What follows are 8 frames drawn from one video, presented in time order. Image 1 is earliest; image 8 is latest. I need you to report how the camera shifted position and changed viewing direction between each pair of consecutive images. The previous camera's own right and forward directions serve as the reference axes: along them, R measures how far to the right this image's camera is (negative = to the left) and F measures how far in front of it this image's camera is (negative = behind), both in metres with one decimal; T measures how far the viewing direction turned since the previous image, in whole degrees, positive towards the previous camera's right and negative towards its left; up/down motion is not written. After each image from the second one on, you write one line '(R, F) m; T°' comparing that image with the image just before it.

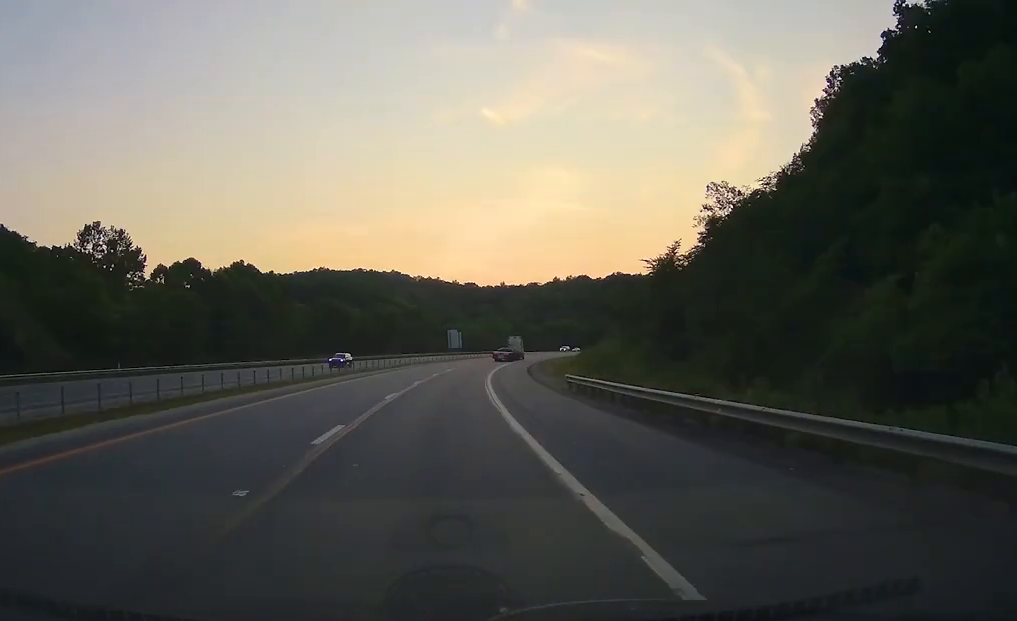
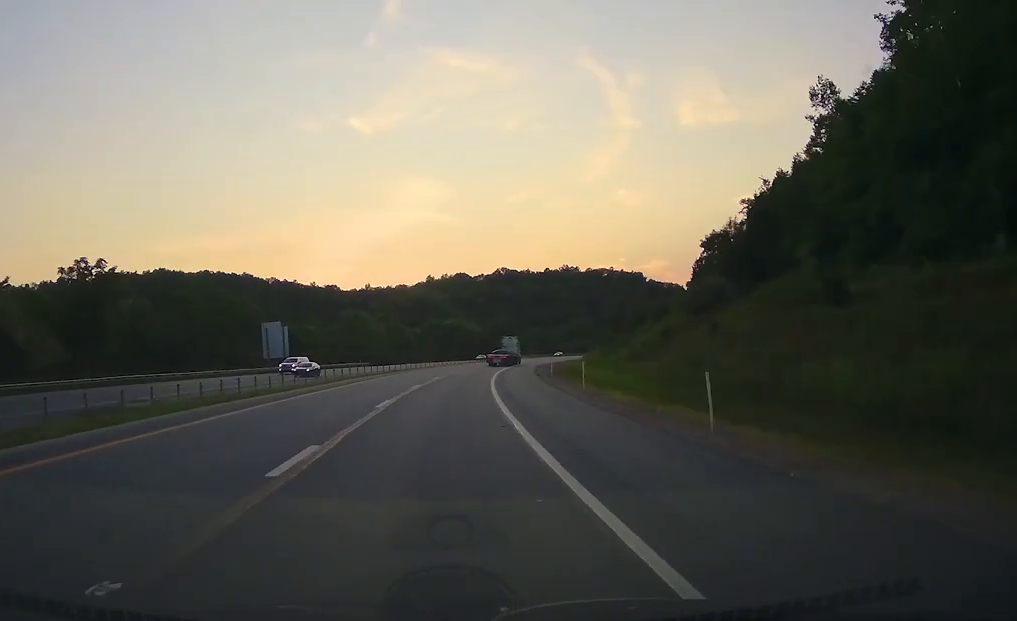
(+7.1, +100.1) m; +10°
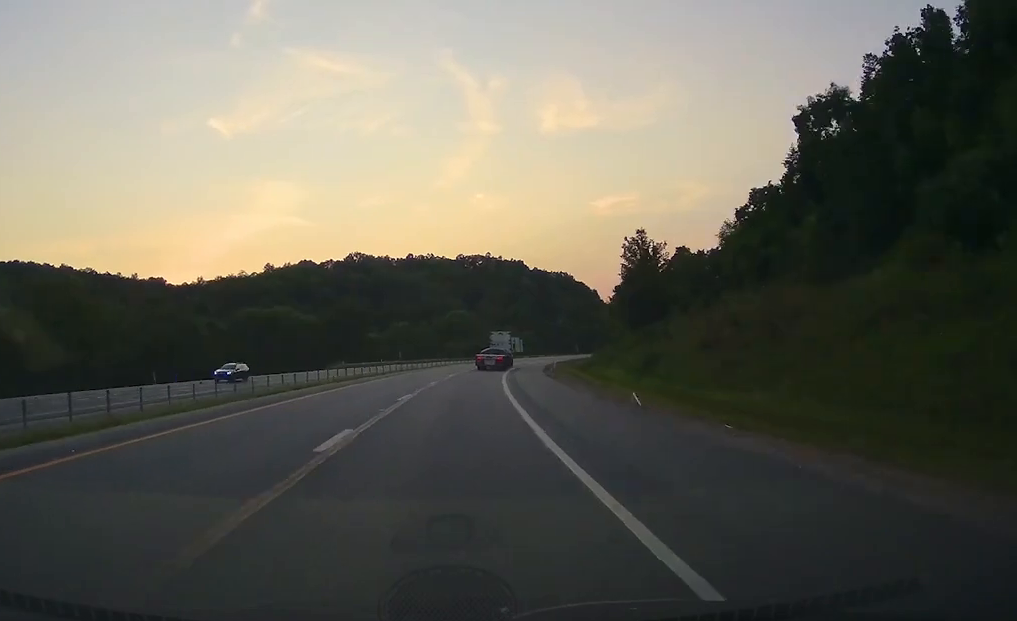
(+9.2, +105.4) m; +12°
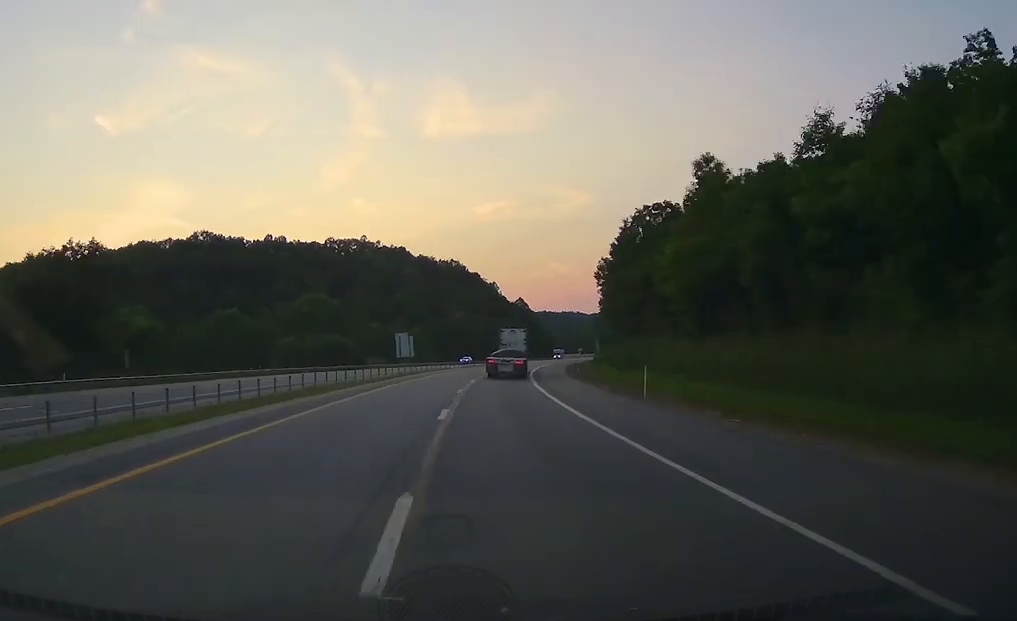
(+10.5, +91.7) m; +9°
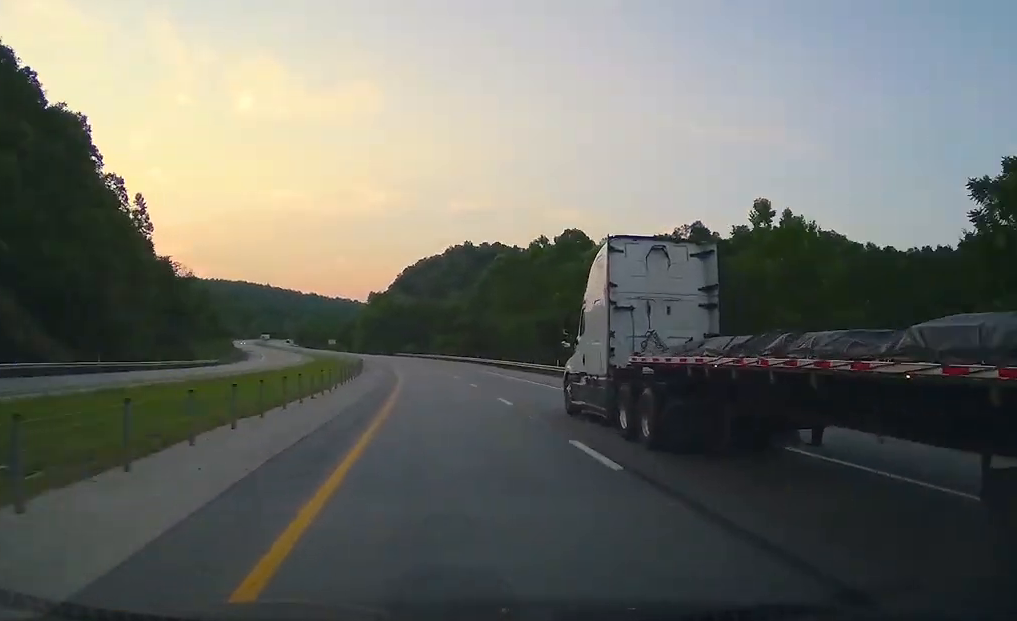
(+46.9, +293.3) m; +6°
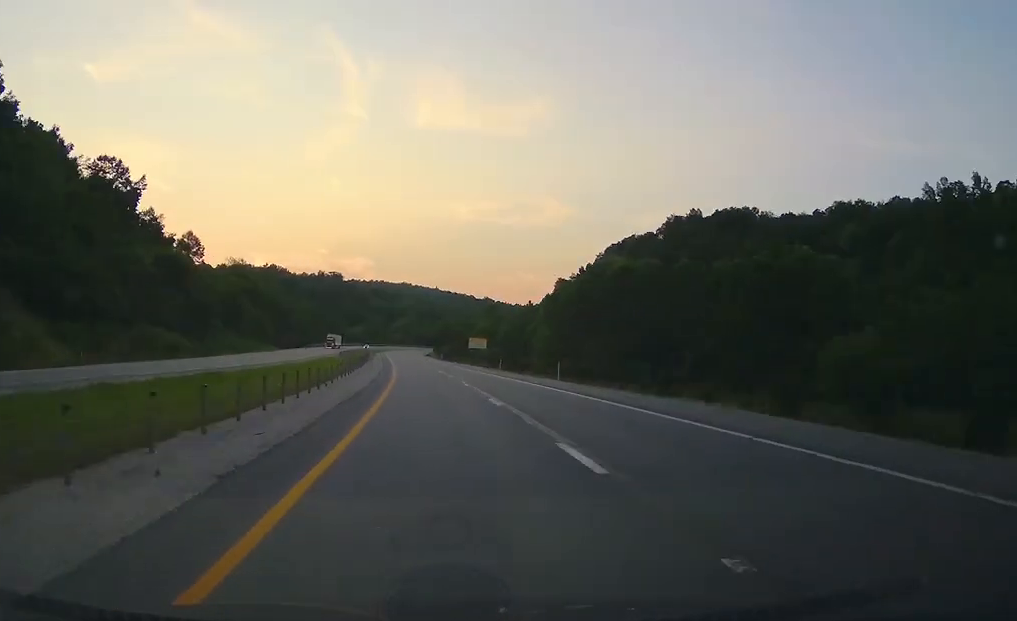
(-15.4, +154.2) m; -9°
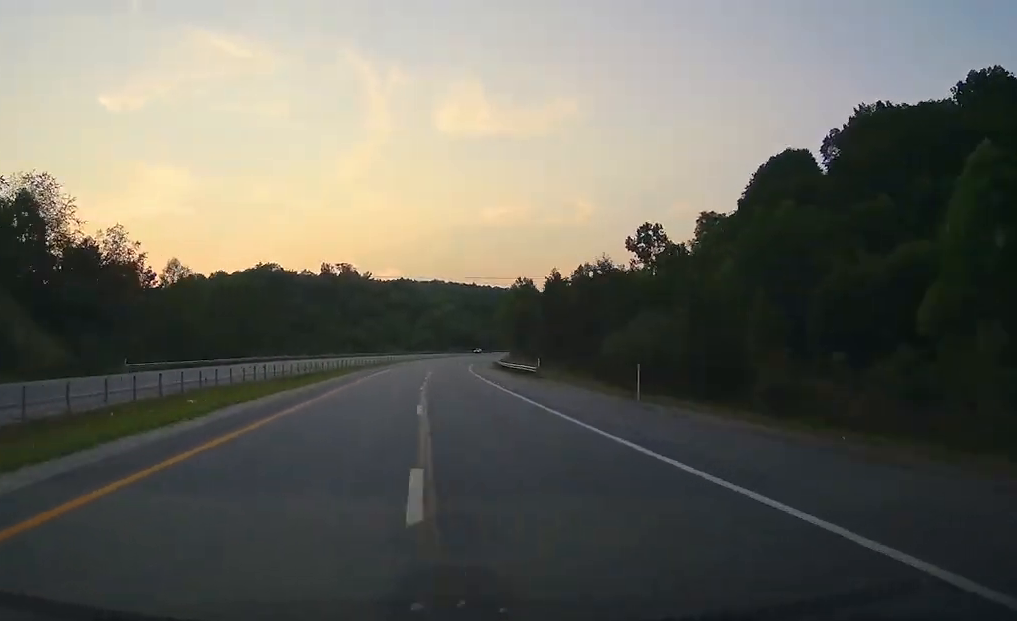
(-4.7, +144.9) m; +1°
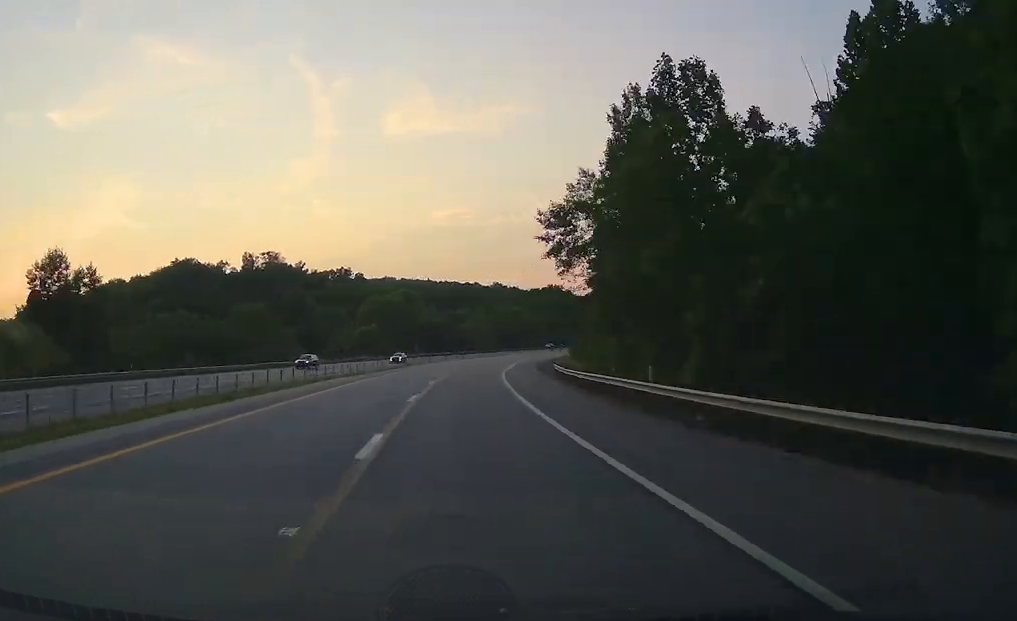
(+4.6, +91.2) m; +7°
